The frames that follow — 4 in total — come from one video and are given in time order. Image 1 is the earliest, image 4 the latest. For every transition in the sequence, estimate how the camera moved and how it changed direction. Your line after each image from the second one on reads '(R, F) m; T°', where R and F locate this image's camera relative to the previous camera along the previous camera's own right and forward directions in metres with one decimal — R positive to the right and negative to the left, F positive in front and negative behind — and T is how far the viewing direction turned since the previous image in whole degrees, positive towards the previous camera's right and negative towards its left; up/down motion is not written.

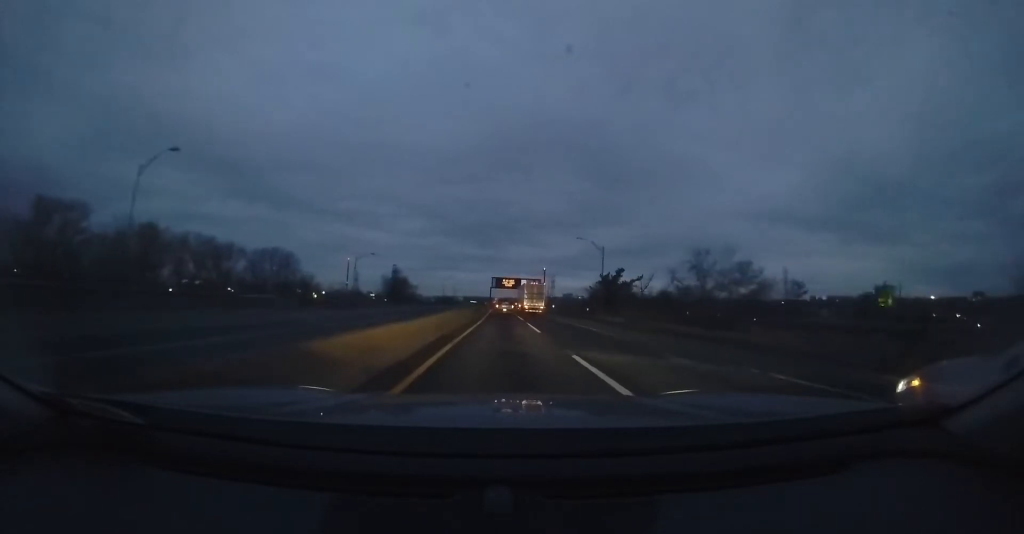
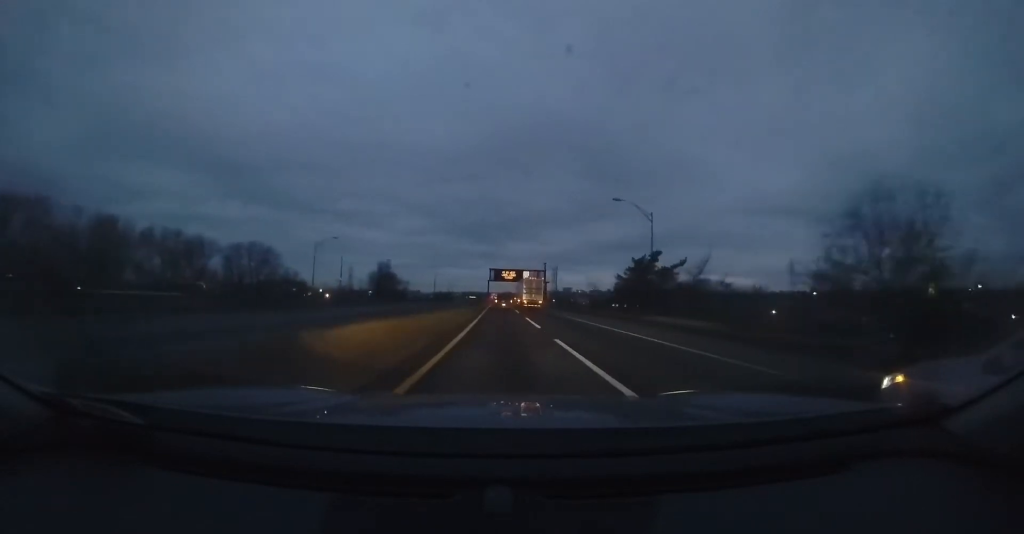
(+0.2, +12.4) m; +1°
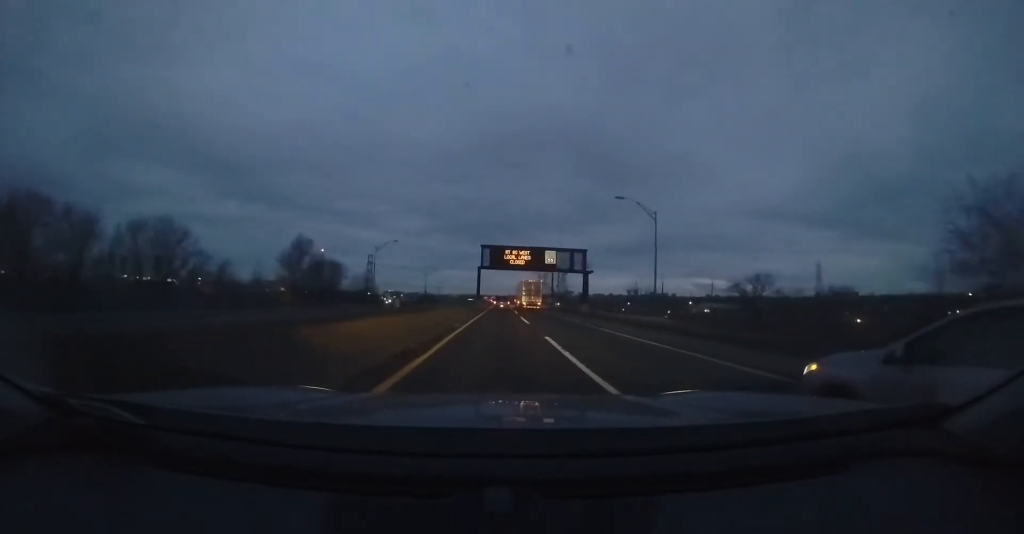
(+0.6, +42.1) m; +1°
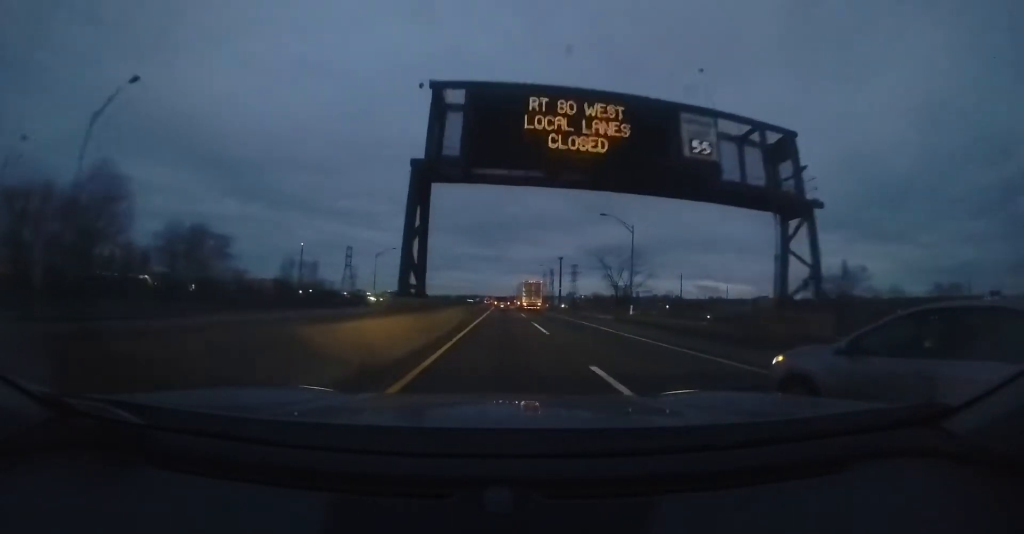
(0.0, +36.4) m; 0°
